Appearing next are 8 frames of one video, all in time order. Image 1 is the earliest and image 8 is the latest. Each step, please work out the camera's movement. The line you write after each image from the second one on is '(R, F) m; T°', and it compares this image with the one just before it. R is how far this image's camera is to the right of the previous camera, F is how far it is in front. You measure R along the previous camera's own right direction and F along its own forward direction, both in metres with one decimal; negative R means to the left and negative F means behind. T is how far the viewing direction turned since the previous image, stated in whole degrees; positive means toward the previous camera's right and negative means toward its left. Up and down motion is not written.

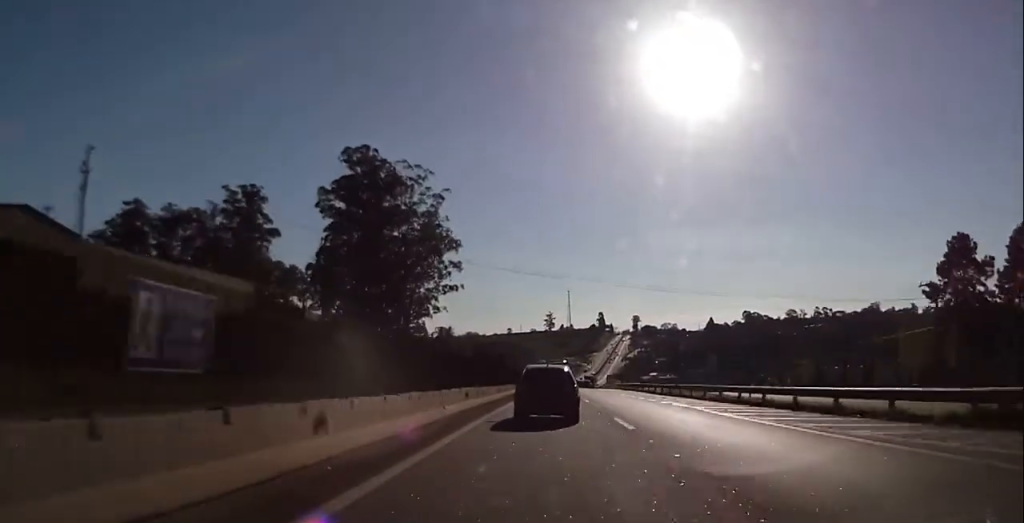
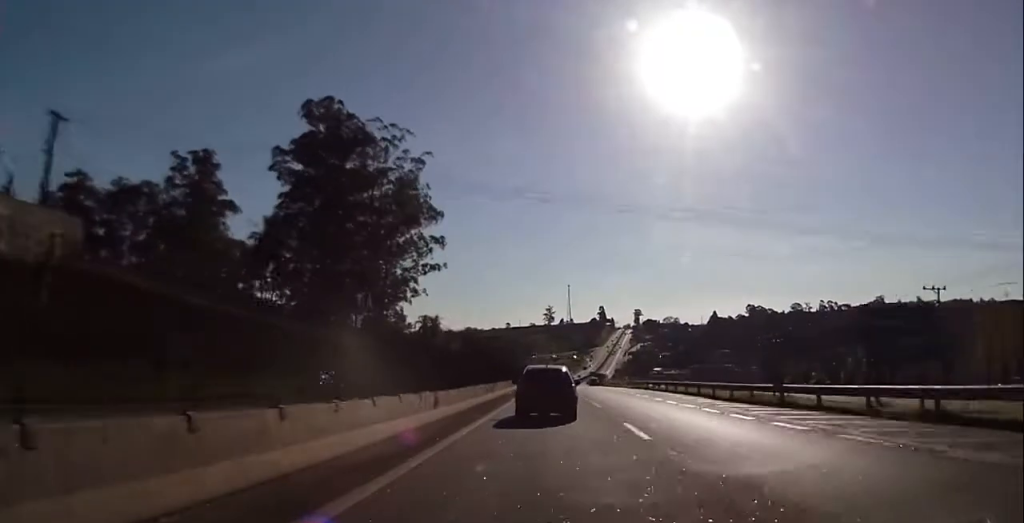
(0.0, +22.6) m; 0°
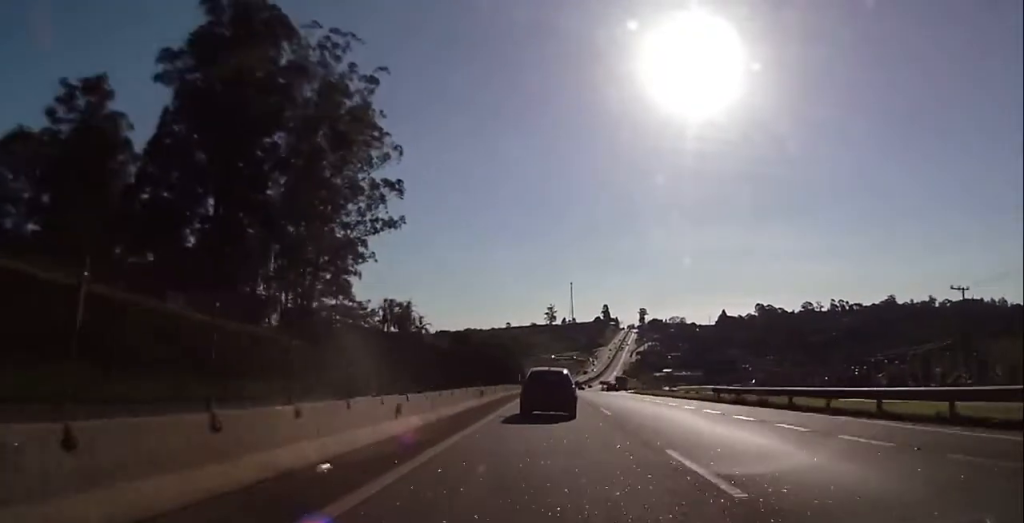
(0.0, +36.4) m; 0°
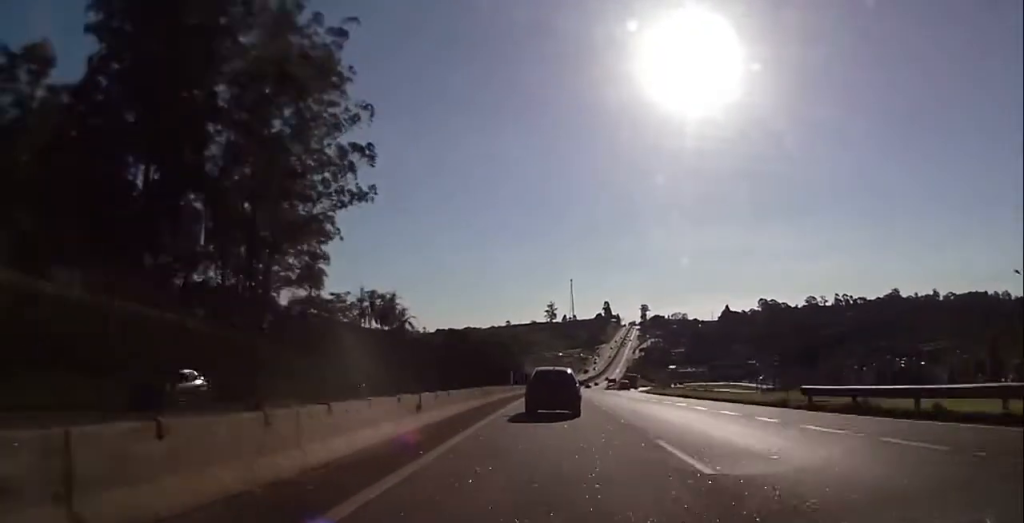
(0.0, +13.9) m; 0°
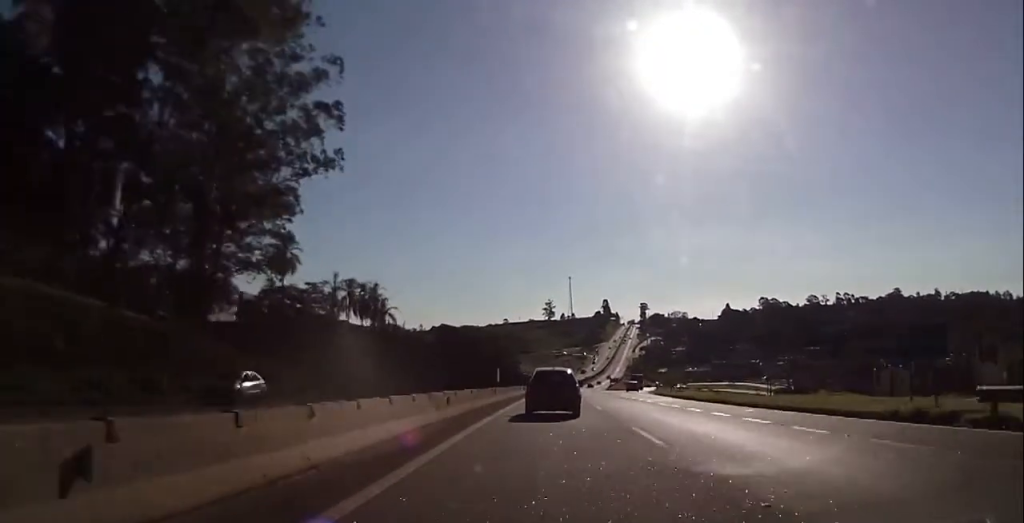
(0.0, +11.4) m; 0°
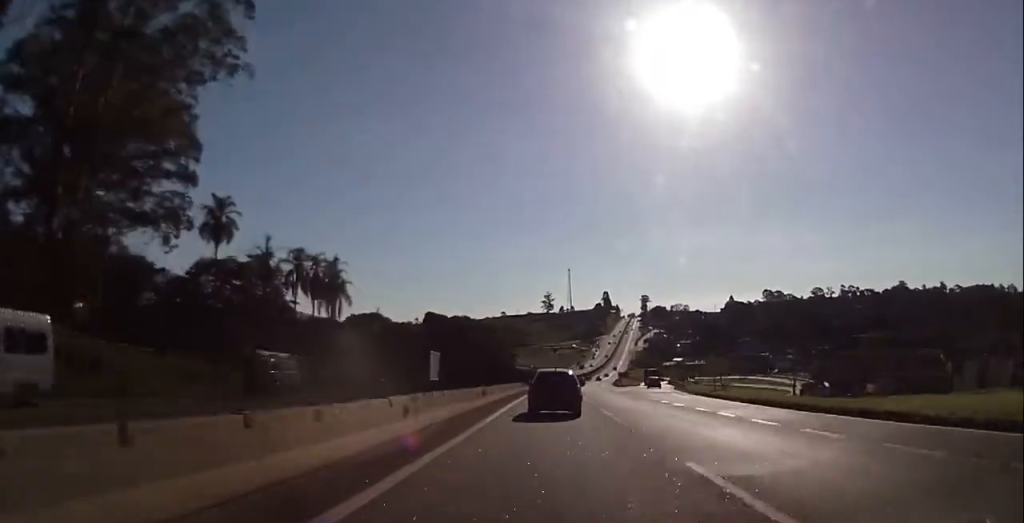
(0.0, +21.4) m; 0°
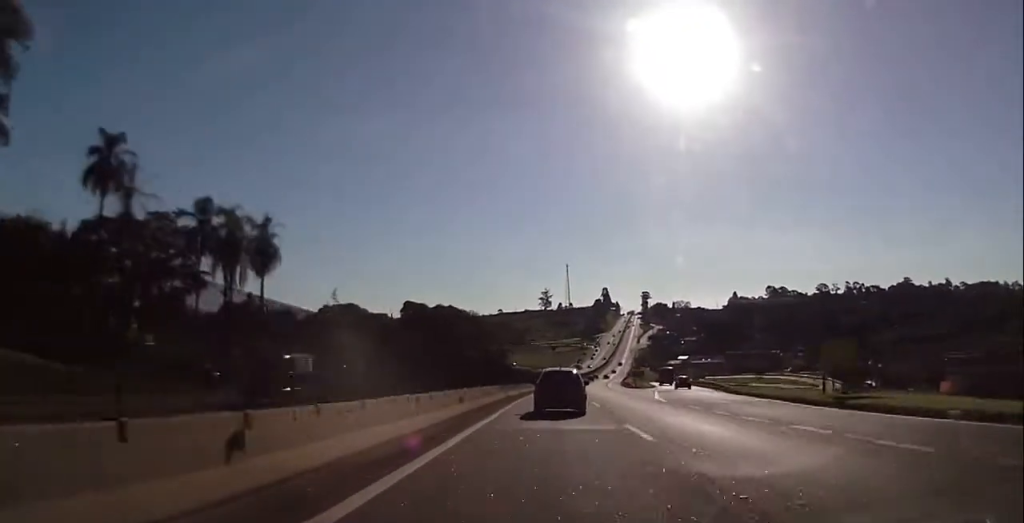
(0.0, +23.7) m; 0°
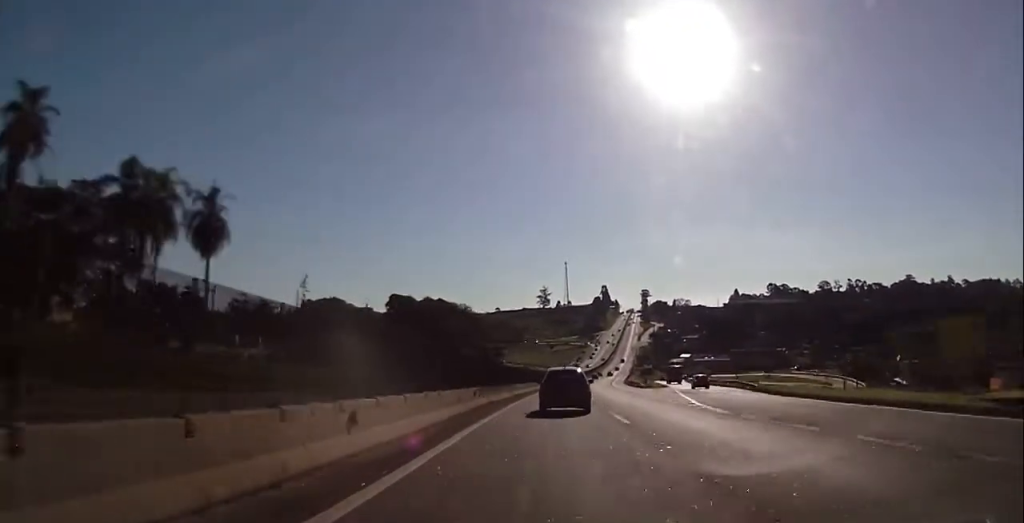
(0.0, +12.0) m; 0°
